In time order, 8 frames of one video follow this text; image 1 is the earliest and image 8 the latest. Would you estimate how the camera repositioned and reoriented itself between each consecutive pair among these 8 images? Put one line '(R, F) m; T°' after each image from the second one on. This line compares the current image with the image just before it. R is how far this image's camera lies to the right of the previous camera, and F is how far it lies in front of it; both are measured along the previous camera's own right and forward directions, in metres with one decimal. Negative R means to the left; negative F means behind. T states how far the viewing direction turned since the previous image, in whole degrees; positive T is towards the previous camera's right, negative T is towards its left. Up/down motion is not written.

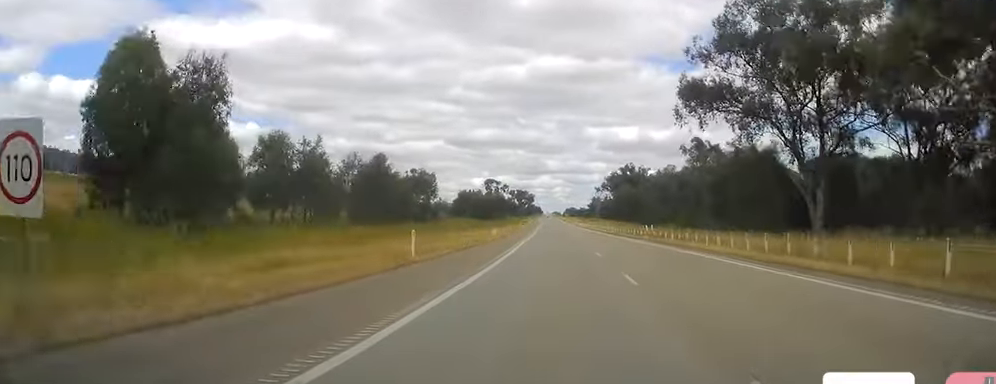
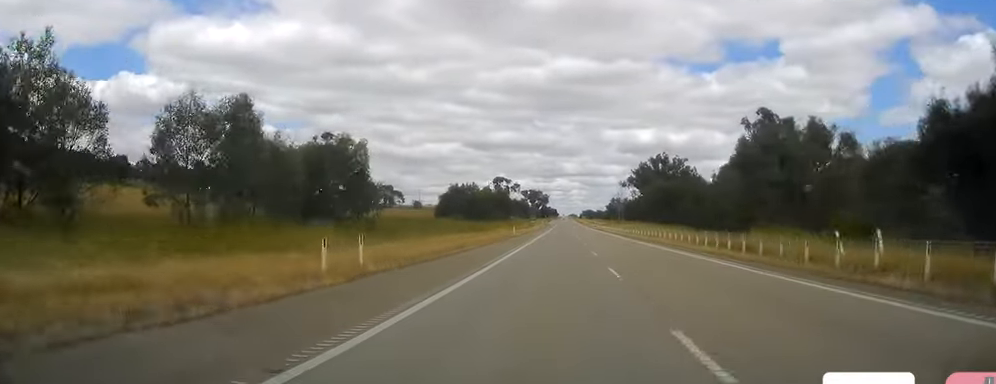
(-0.6, +44.9) m; -1°
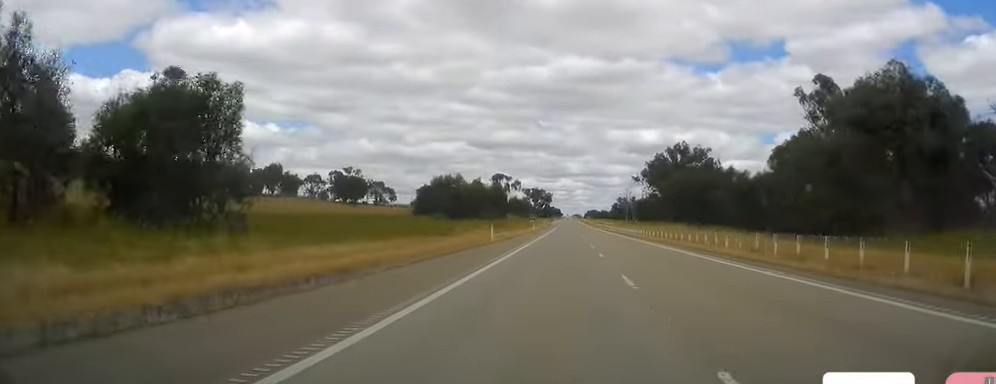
(-0.1, +26.8) m; -1°
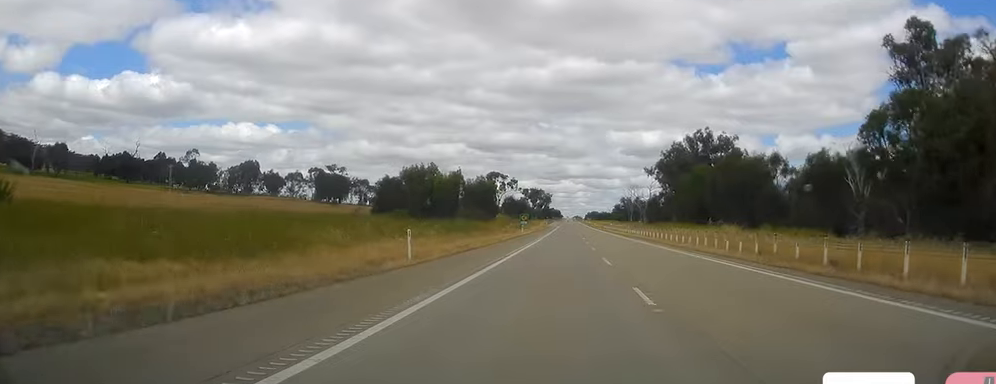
(-0.3, +27.8) m; -1°
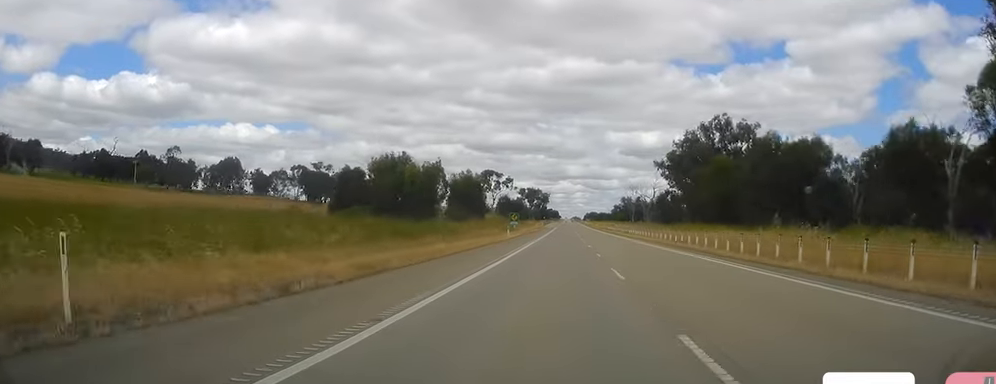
(-0.1, +18.1) m; 0°
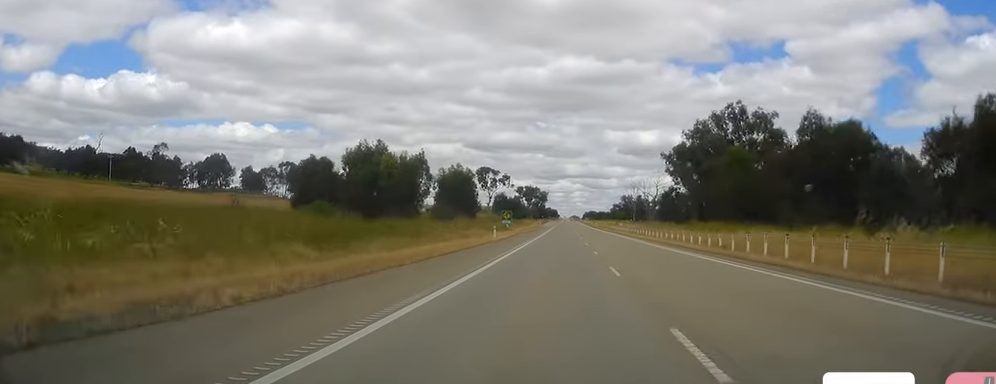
(-0.1, +11.4) m; 0°
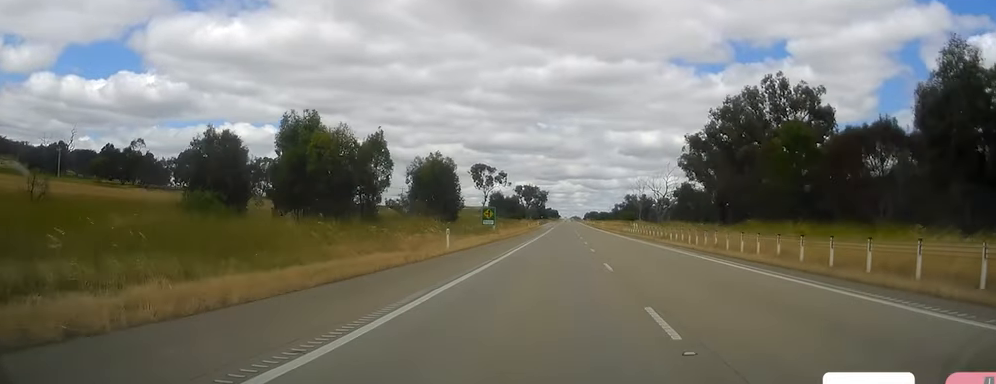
(+0.2, +21.9) m; 0°
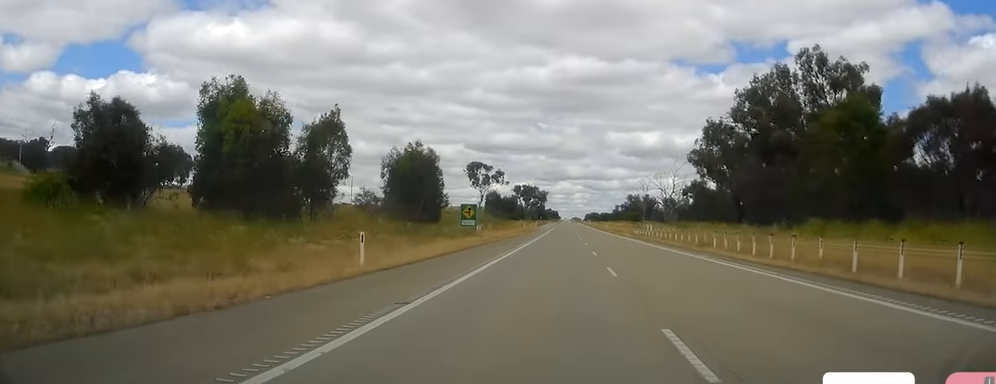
(+0.2, +14.3) m; 0°
